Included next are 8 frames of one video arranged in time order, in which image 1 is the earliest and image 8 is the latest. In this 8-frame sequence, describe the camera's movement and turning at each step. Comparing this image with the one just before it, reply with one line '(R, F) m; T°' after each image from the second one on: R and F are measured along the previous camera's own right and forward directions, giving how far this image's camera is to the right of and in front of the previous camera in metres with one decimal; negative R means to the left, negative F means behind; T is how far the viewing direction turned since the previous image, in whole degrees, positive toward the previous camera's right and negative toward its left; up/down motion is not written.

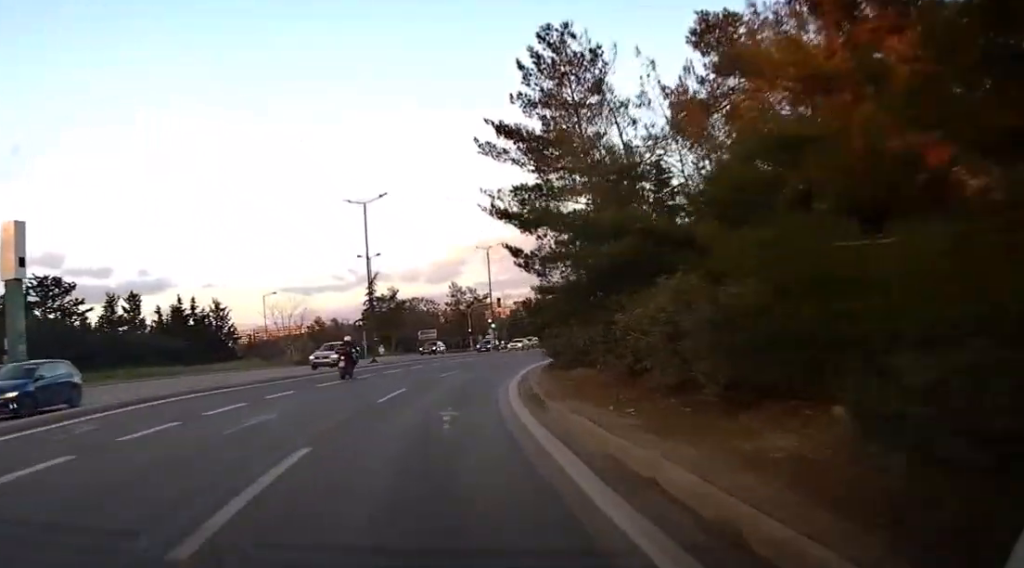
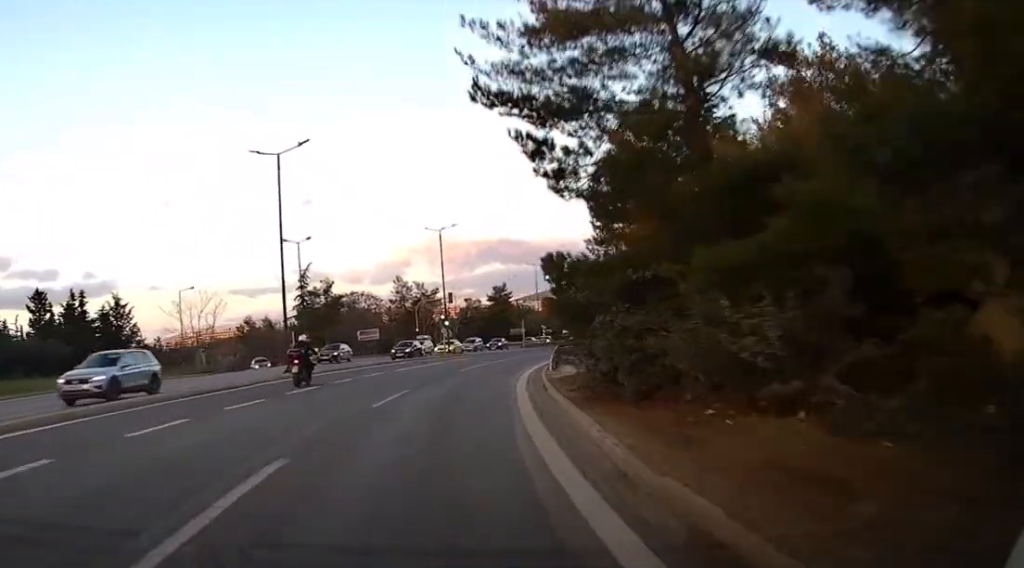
(+0.4, +13.3) m; +4°
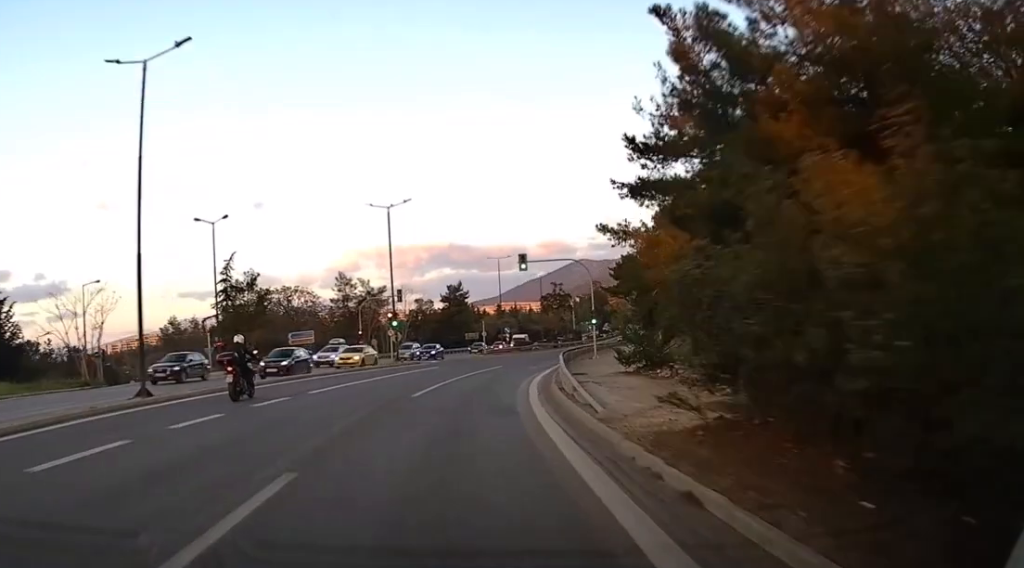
(+0.1, +12.6) m; +4°
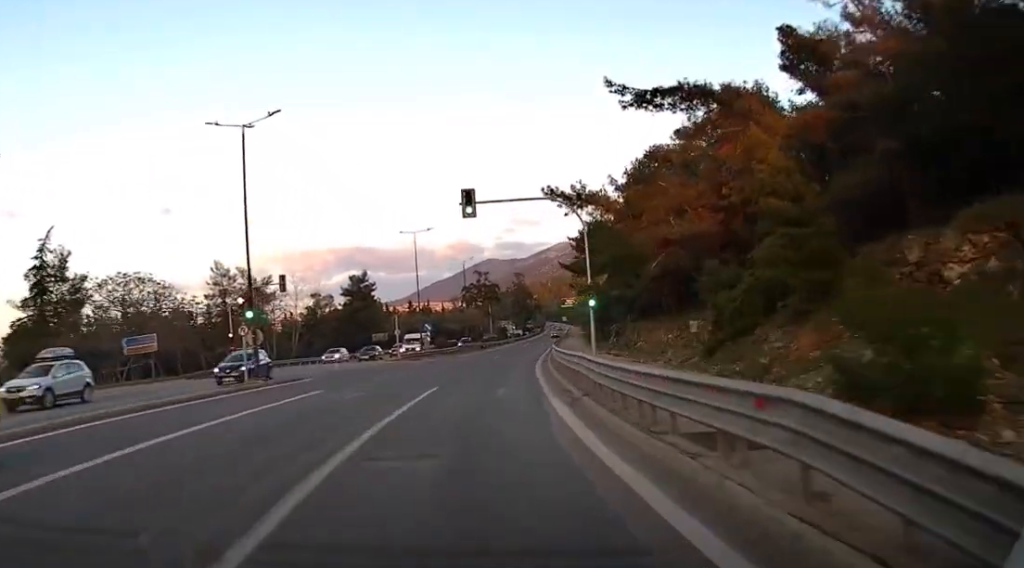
(+1.3, +20.3) m; +6°
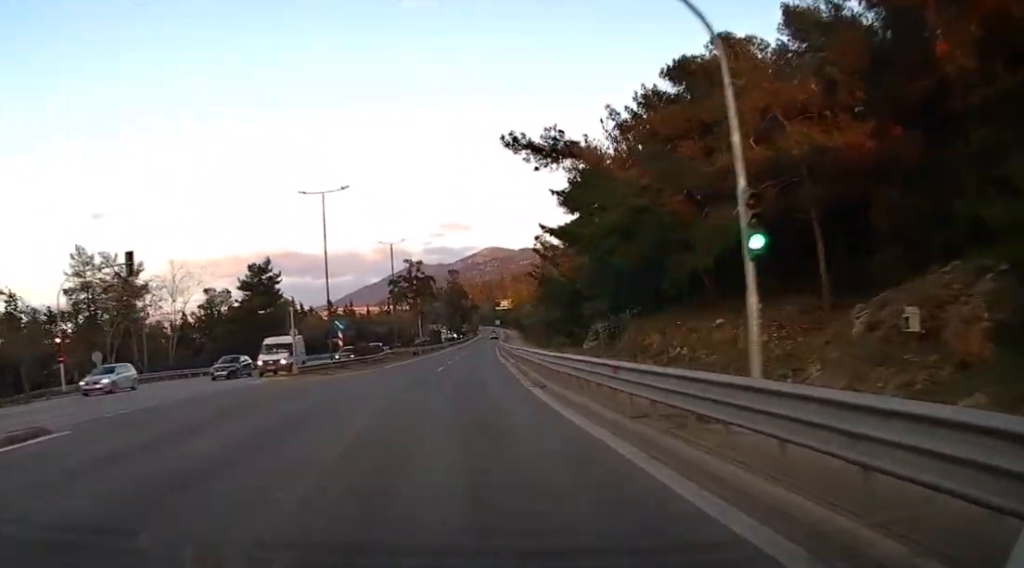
(+0.9, +18.2) m; +6°
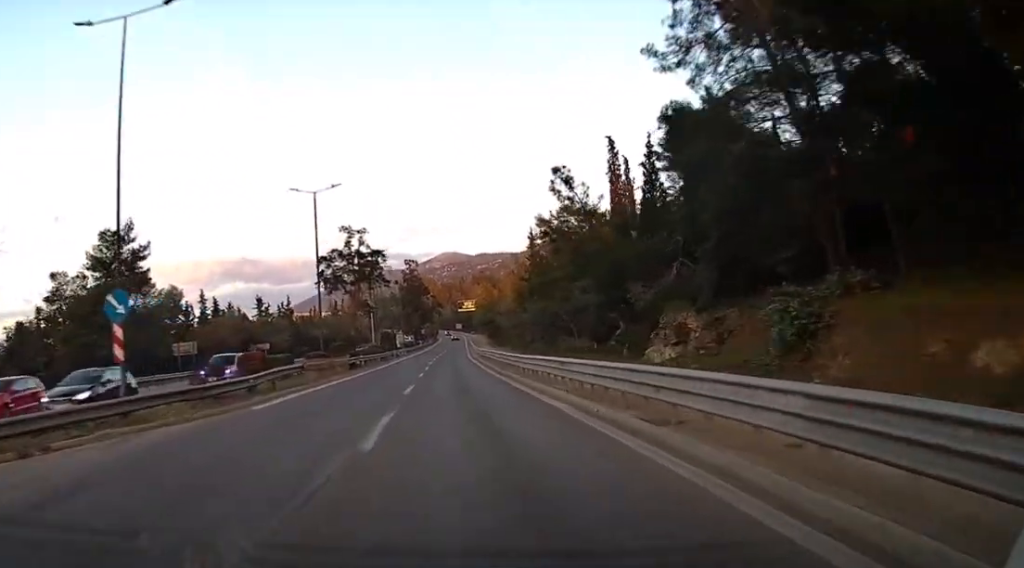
(+2.1, +25.8) m; +7°
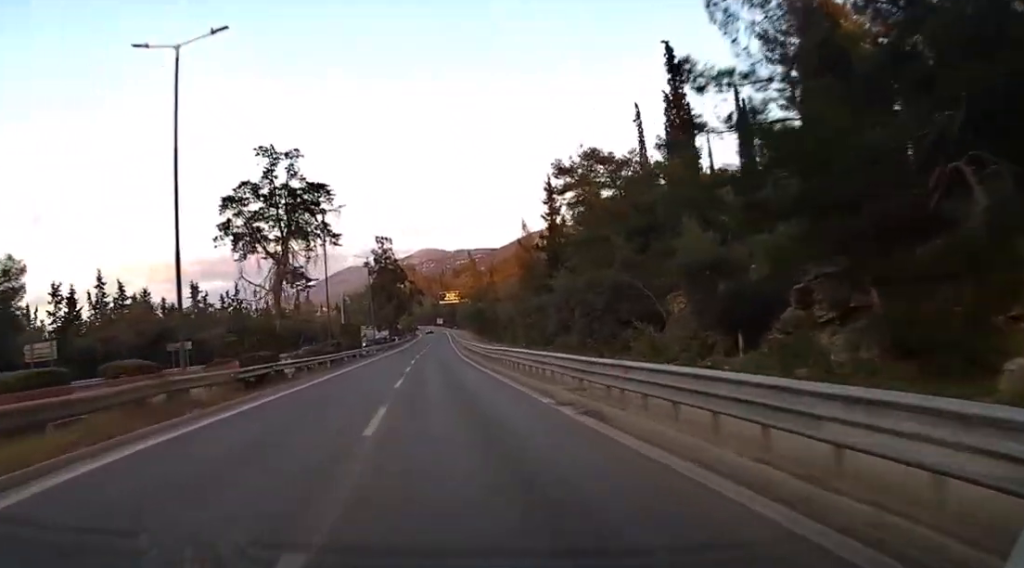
(+0.4, +22.4) m; +2°
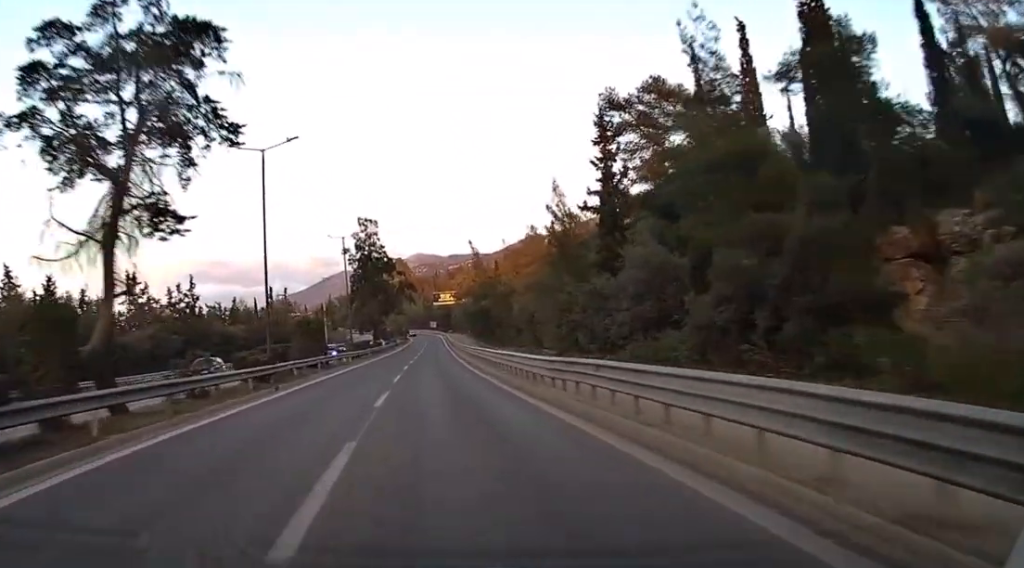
(+0.2, +17.3) m; +1°
